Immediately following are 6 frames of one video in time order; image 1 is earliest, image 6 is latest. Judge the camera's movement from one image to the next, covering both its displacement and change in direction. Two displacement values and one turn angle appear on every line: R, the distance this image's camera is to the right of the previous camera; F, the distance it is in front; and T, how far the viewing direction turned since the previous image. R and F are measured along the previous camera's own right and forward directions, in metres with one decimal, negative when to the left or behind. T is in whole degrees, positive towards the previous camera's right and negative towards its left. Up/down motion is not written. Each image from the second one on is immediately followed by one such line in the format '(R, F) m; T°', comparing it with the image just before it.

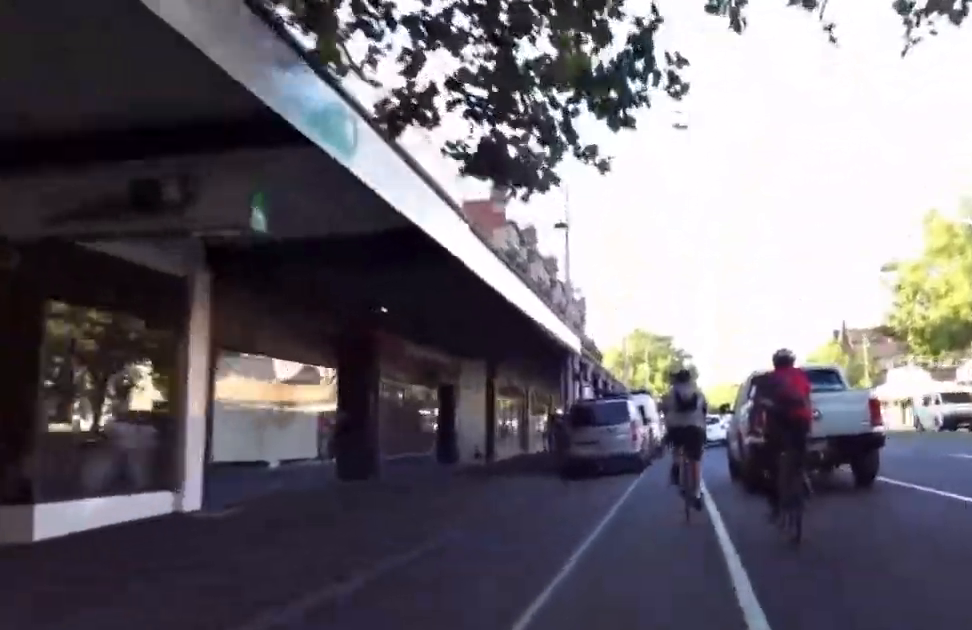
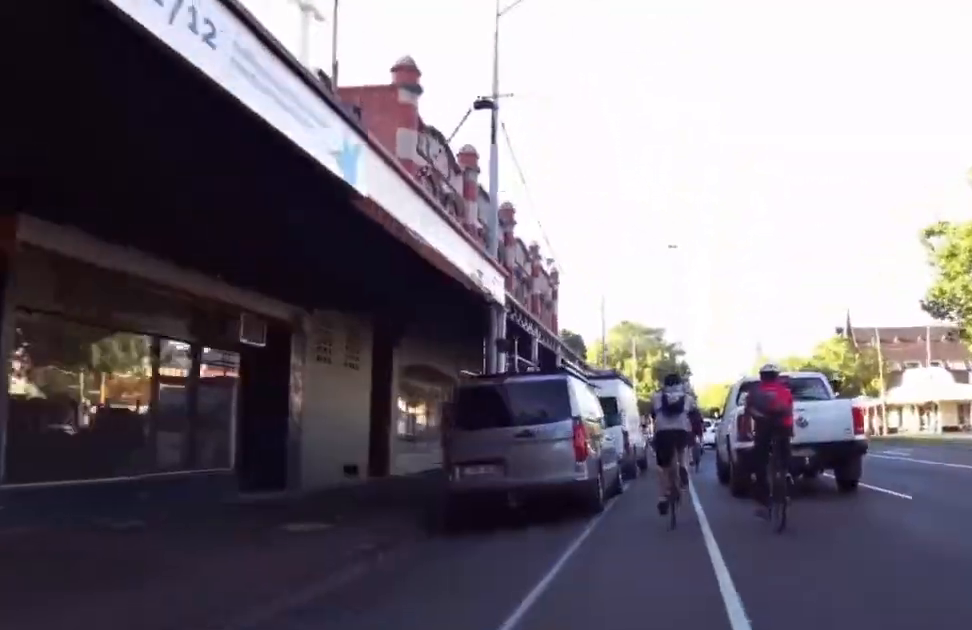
(+0.5, +9.1) m; +2°
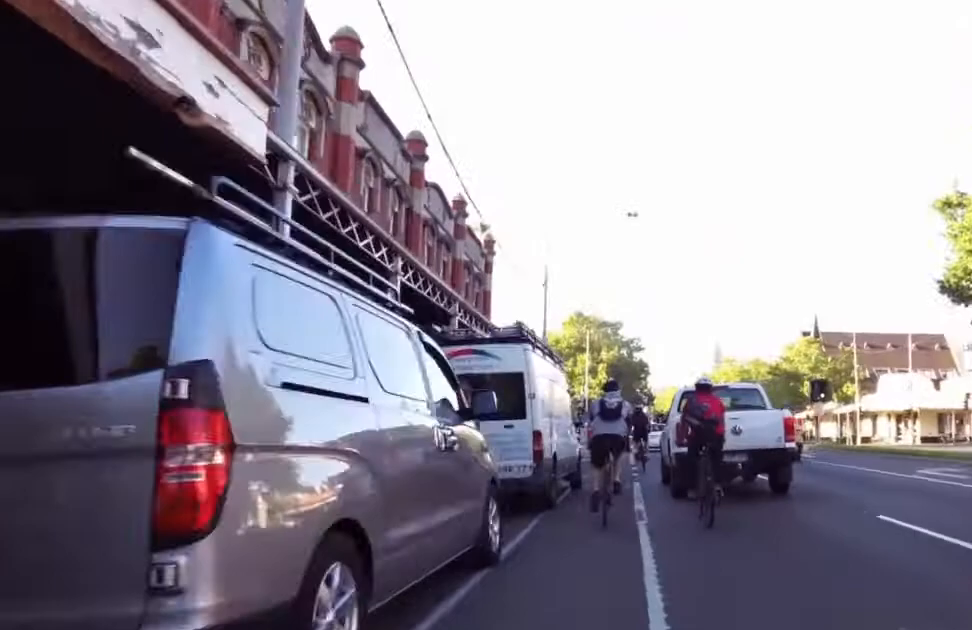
(-0.2, +6.9) m; 0°
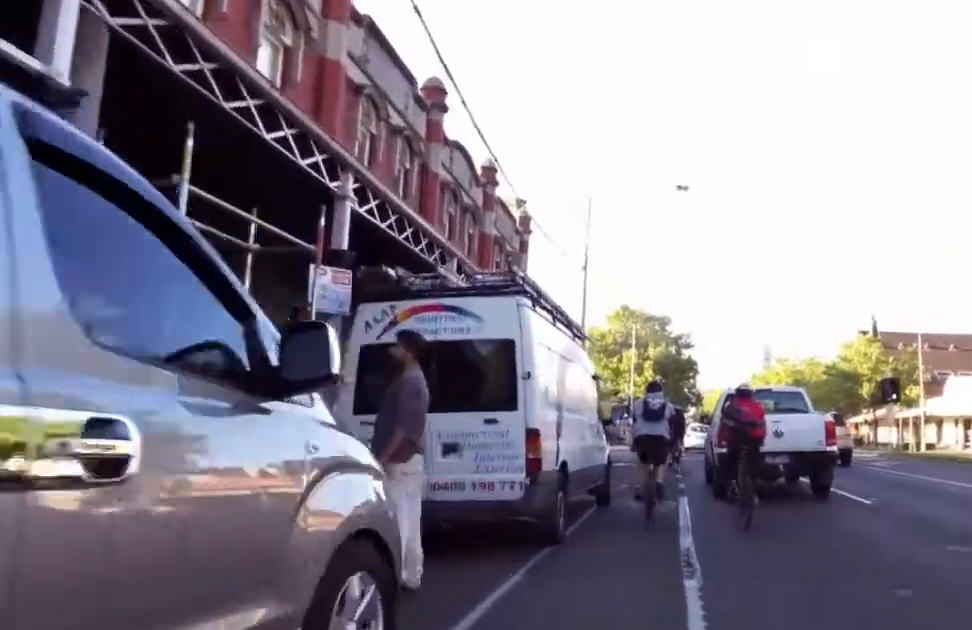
(+0.4, +3.4) m; -1°
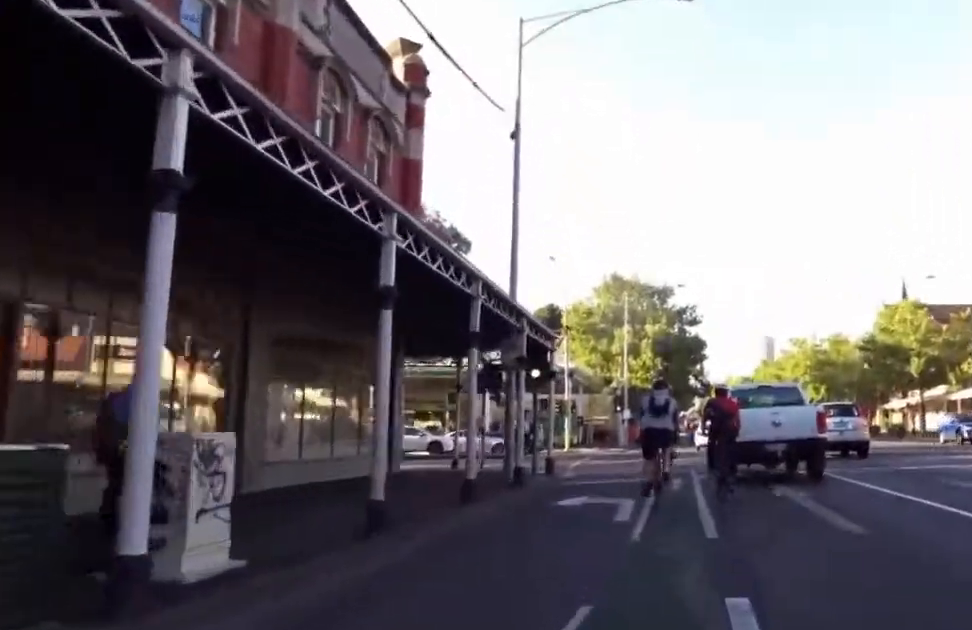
(-0.5, +14.1) m; +1°
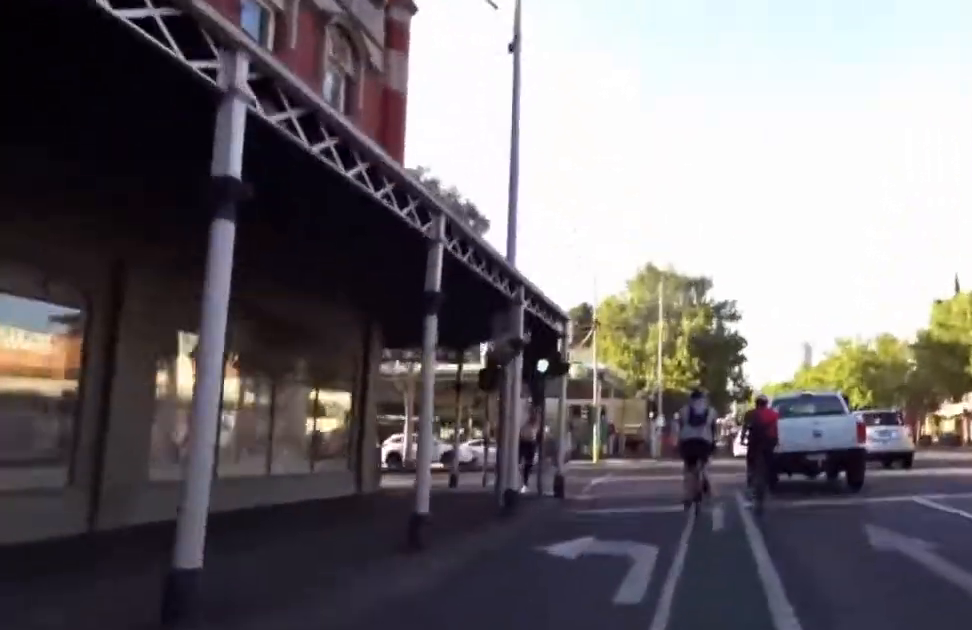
(+0.3, +4.0) m; +3°
